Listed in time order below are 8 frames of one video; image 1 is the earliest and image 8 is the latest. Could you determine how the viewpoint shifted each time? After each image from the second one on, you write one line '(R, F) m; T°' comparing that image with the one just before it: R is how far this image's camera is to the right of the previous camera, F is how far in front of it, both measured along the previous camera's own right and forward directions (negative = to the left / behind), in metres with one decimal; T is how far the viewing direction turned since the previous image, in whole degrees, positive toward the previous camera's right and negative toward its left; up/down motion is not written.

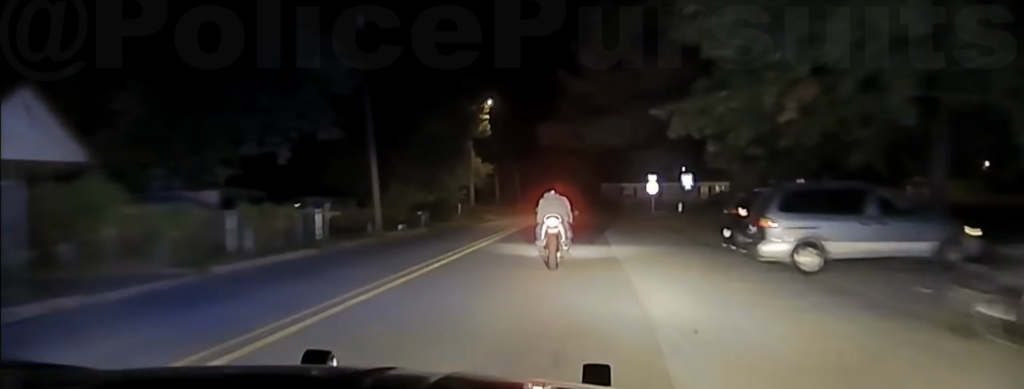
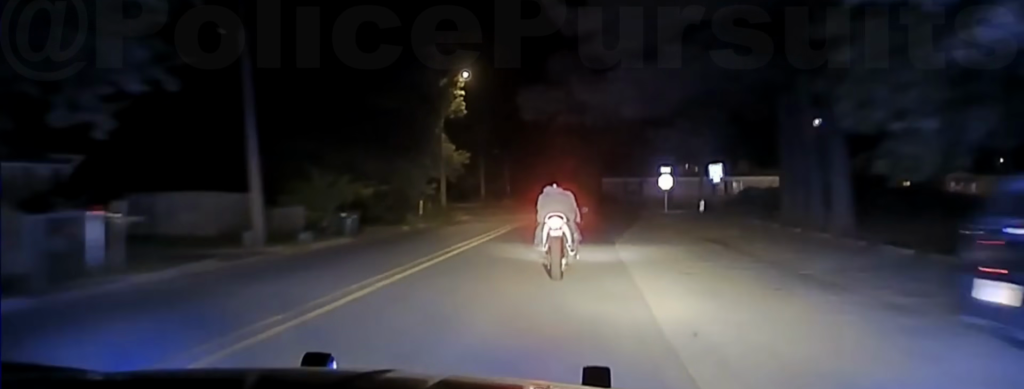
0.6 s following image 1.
(+0.2, +12.9) m; 0°
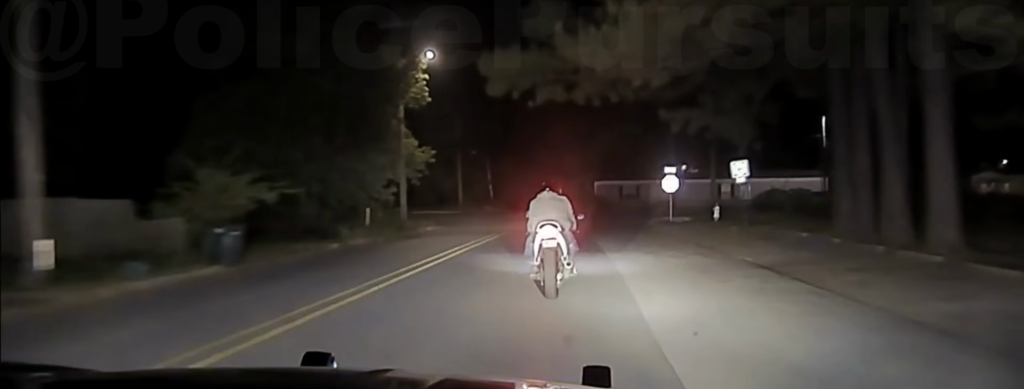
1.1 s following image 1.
(-0.1, +9.2) m; 0°
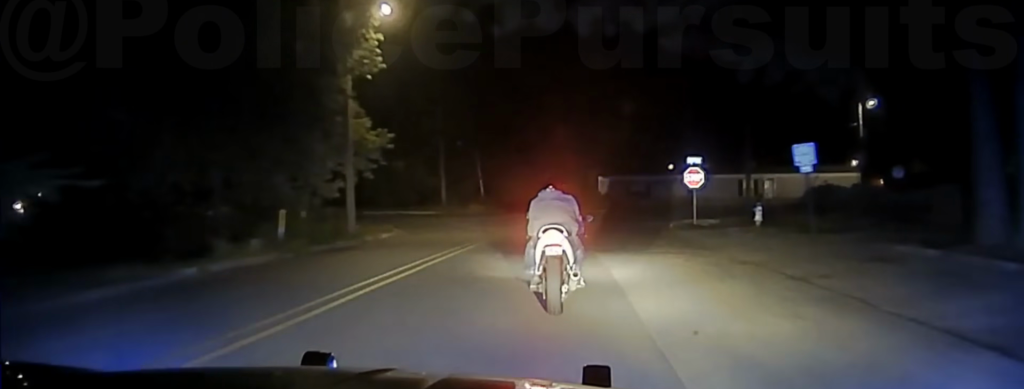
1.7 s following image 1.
(-0.1, +10.5) m; 0°
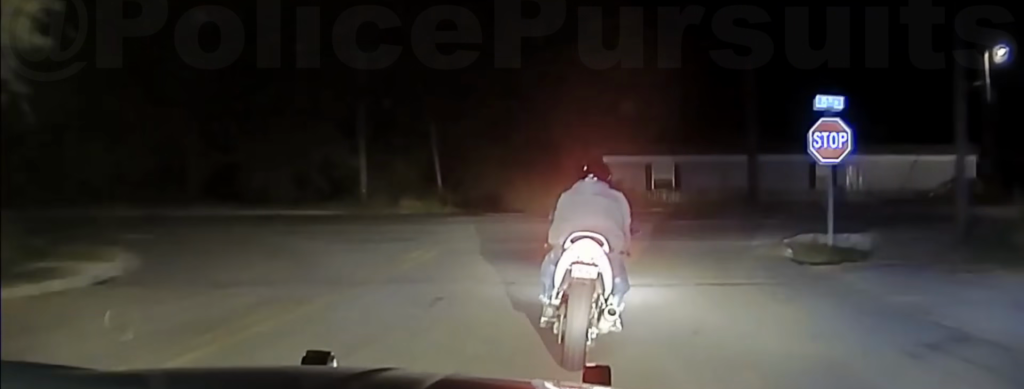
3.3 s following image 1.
(+0.1, +22.6) m; +3°
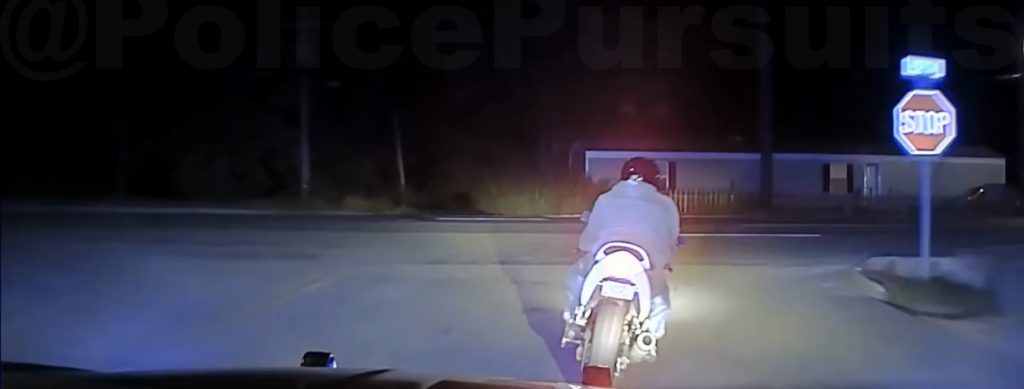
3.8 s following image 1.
(+0.1, +5.9) m; +6°
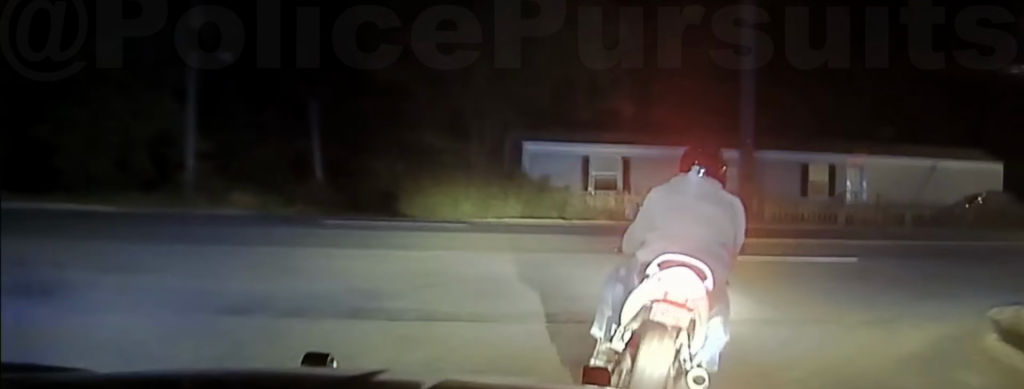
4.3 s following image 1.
(-0.1, +5.5) m; +12°
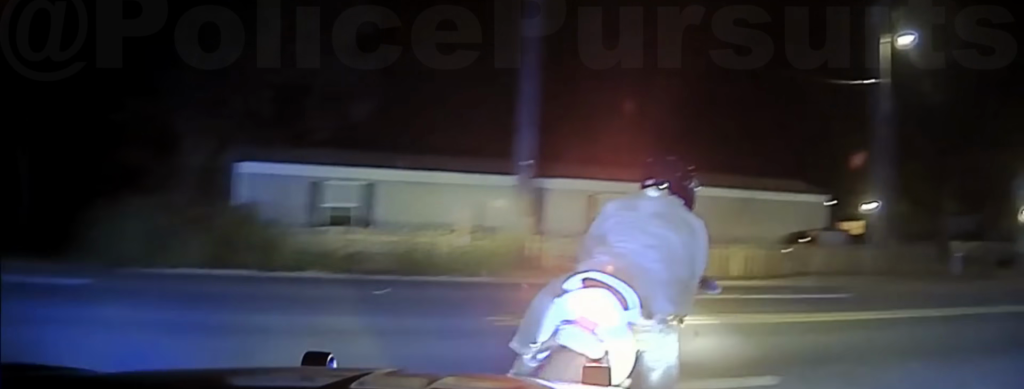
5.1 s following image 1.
(+1.7, +6.1) m; +29°
